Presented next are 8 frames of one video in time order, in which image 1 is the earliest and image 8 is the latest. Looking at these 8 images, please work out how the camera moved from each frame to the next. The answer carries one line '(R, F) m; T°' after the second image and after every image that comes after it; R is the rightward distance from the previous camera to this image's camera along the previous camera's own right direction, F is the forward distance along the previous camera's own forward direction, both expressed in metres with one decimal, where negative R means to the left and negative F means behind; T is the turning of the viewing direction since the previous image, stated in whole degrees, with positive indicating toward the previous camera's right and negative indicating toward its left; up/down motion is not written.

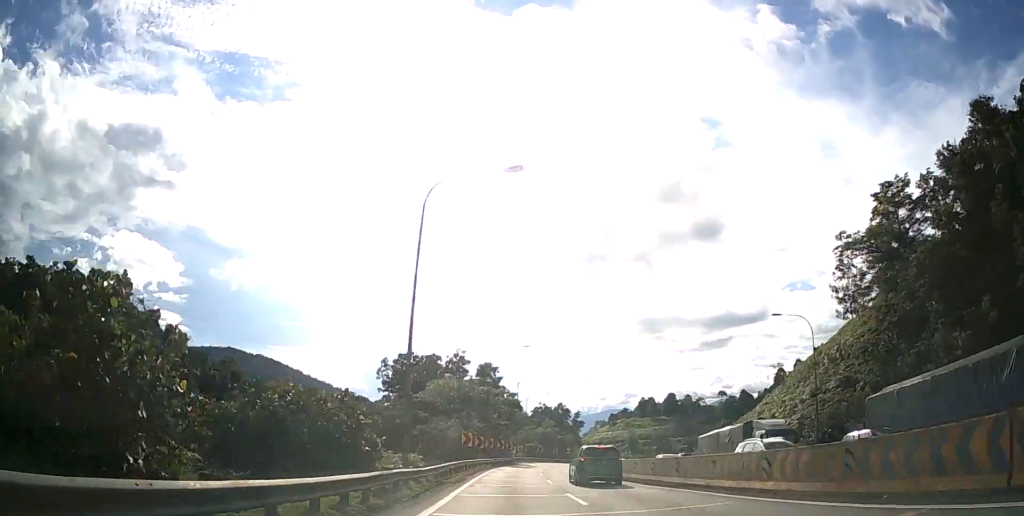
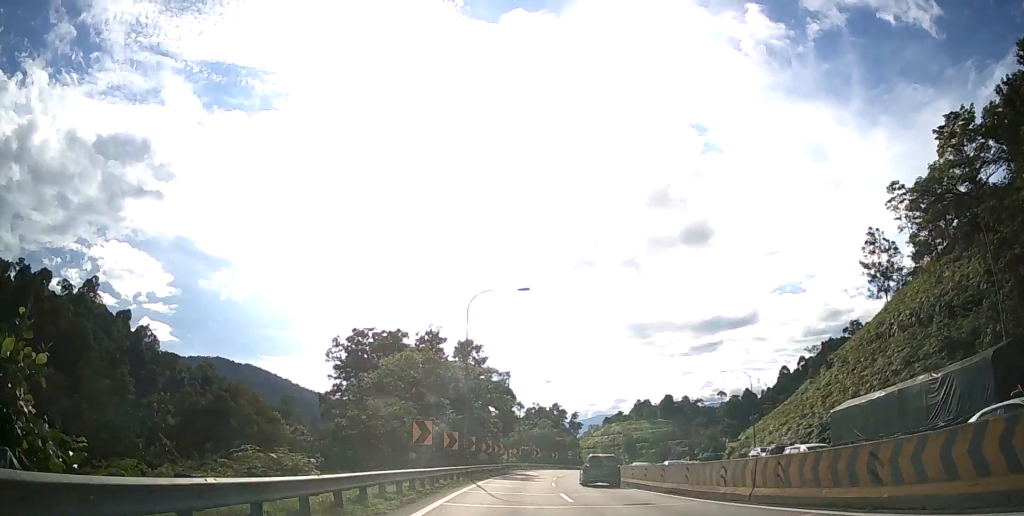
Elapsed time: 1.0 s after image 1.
(+0.1, +21.3) m; +1°
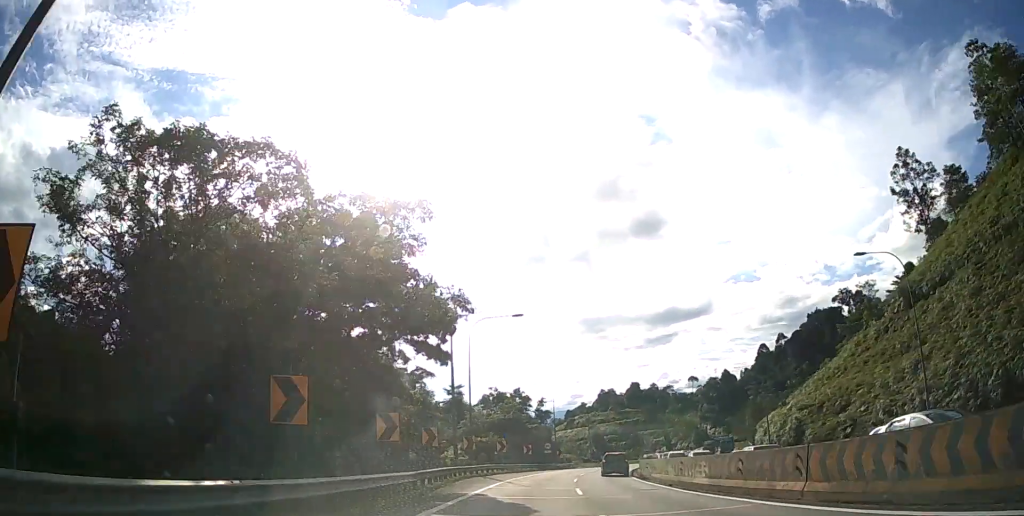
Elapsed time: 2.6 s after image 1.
(+0.5, +34.0) m; +3°
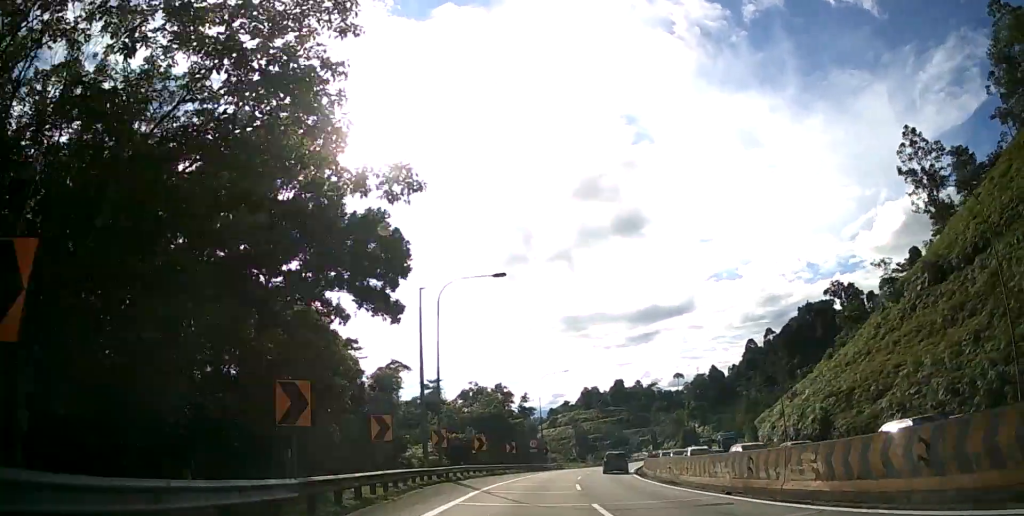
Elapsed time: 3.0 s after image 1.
(+0.1, +9.0) m; +1°
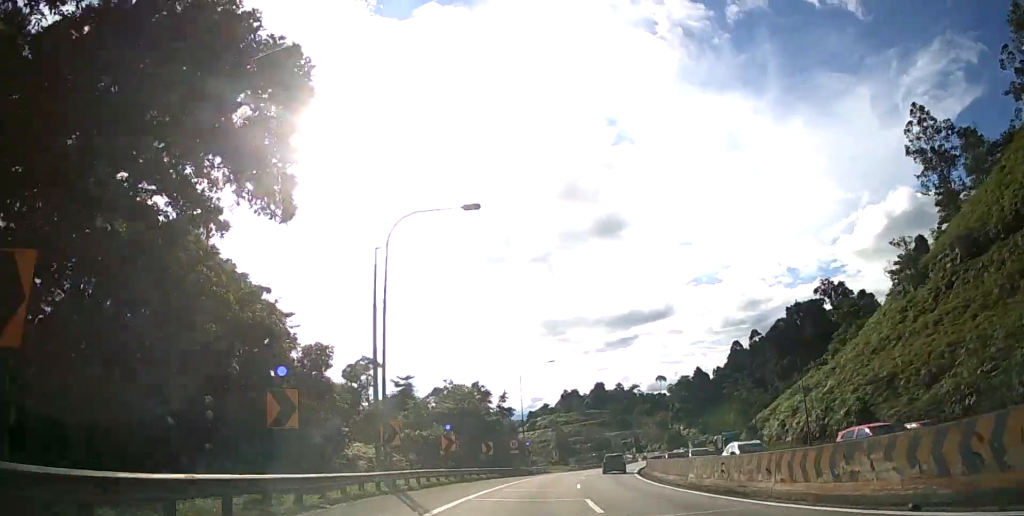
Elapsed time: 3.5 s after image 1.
(0.0, +9.8) m; +1°
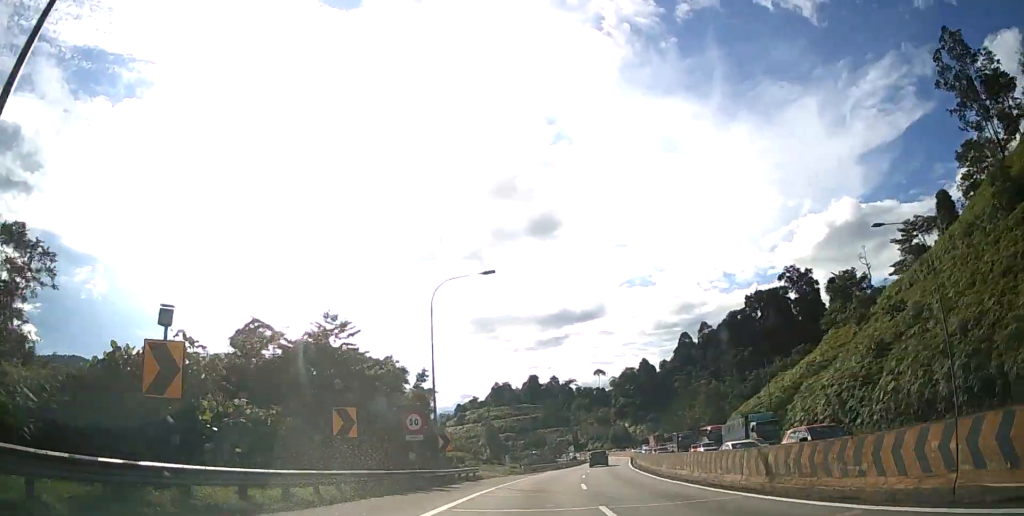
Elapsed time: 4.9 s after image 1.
(+1.6, +28.6) m; +7°
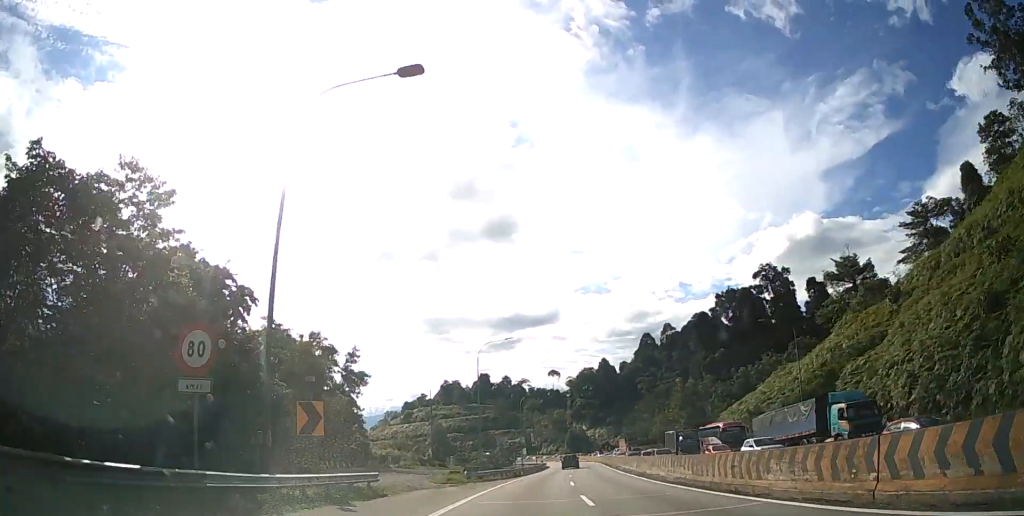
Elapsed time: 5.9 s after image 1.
(+1.0, +18.6) m; +6°
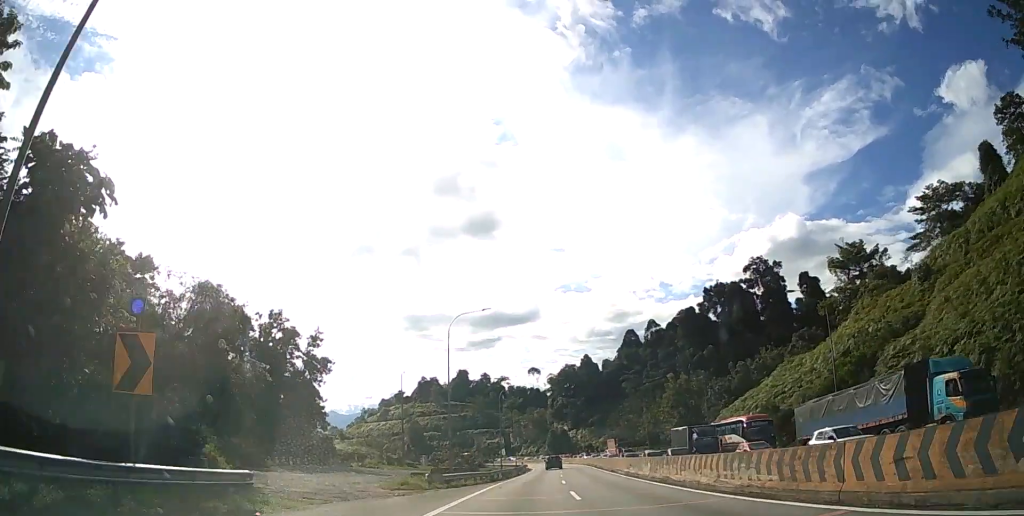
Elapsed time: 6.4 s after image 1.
(+0.3, +9.2) m; +2°
